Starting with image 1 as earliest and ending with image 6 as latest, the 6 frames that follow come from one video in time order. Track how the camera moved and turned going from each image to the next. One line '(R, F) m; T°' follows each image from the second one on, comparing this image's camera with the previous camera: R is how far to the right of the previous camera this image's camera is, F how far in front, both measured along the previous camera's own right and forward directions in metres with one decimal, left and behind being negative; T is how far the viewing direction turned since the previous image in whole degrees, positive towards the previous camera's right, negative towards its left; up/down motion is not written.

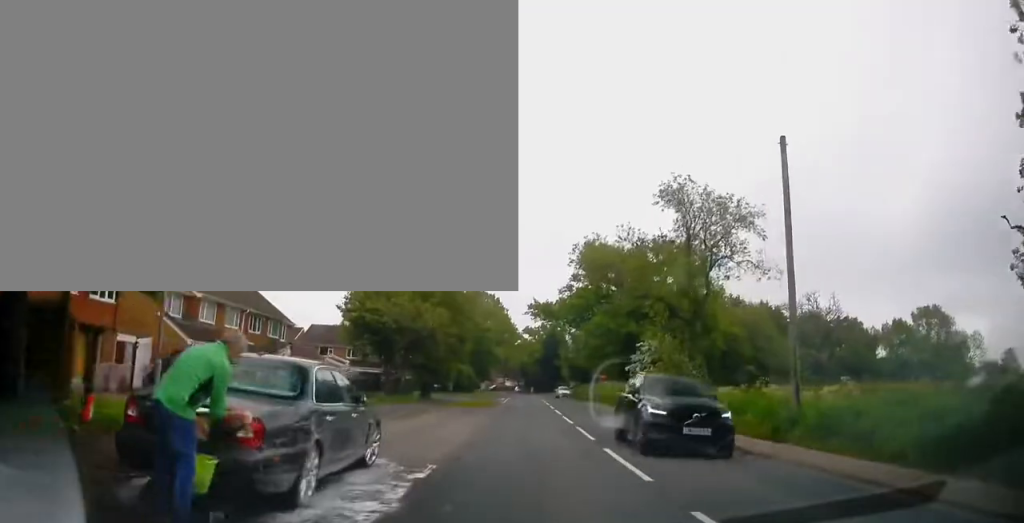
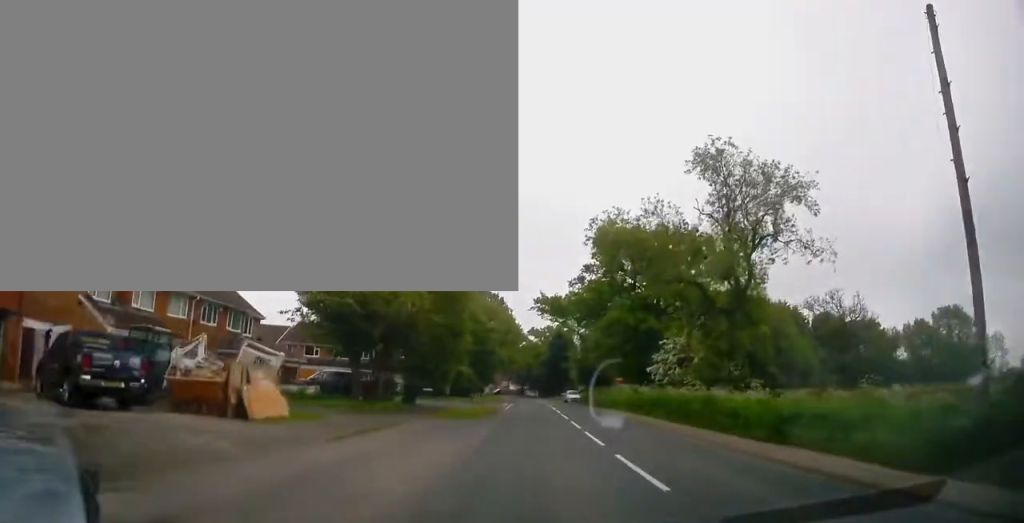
(0.0, +6.9) m; 0°
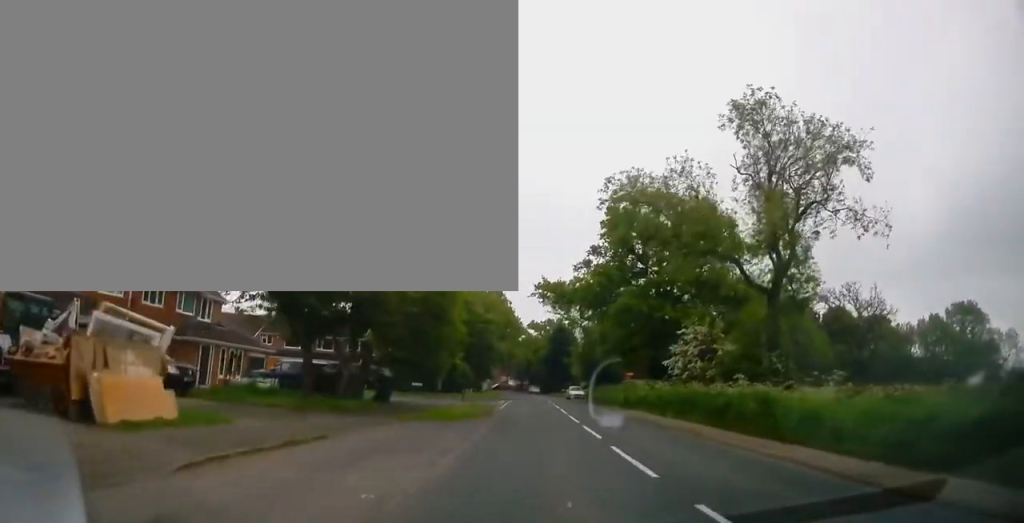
(0.0, +5.3) m; +3°
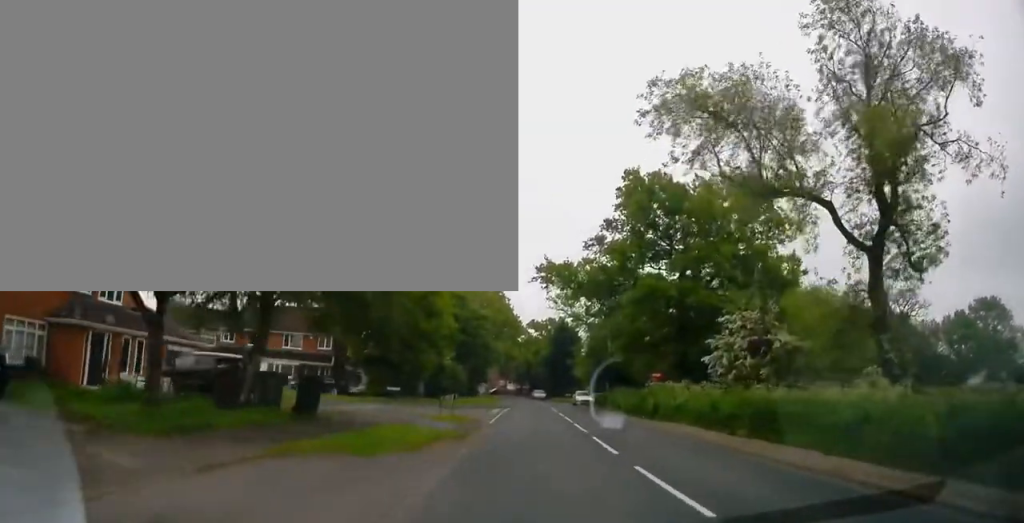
(+0.4, +8.2) m; +1°
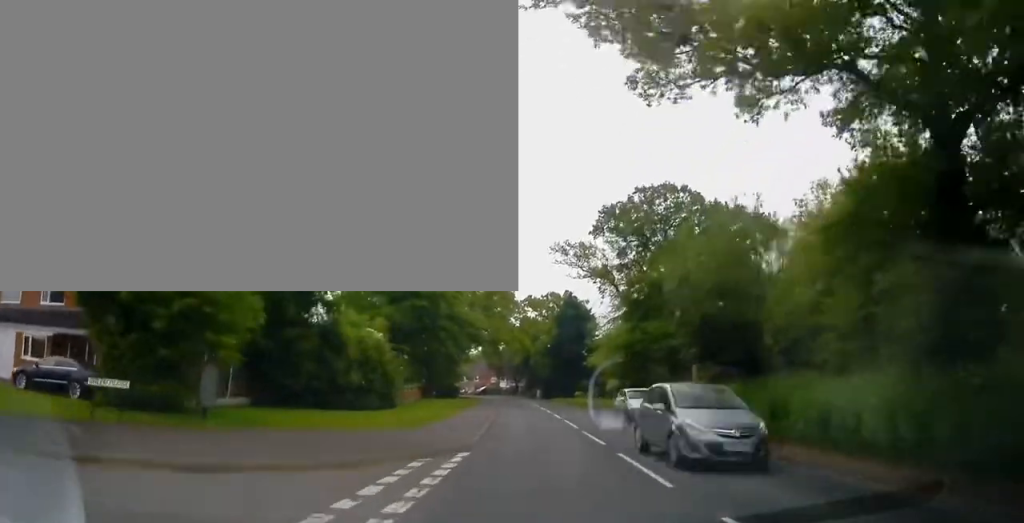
(-0.8, +27.9) m; 0°
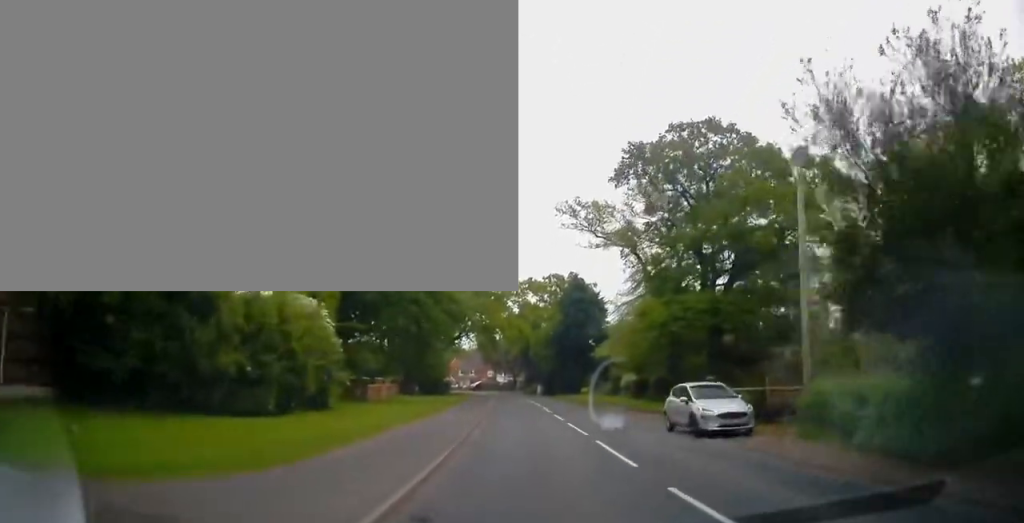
(-0.2, +11.4) m; -2°
